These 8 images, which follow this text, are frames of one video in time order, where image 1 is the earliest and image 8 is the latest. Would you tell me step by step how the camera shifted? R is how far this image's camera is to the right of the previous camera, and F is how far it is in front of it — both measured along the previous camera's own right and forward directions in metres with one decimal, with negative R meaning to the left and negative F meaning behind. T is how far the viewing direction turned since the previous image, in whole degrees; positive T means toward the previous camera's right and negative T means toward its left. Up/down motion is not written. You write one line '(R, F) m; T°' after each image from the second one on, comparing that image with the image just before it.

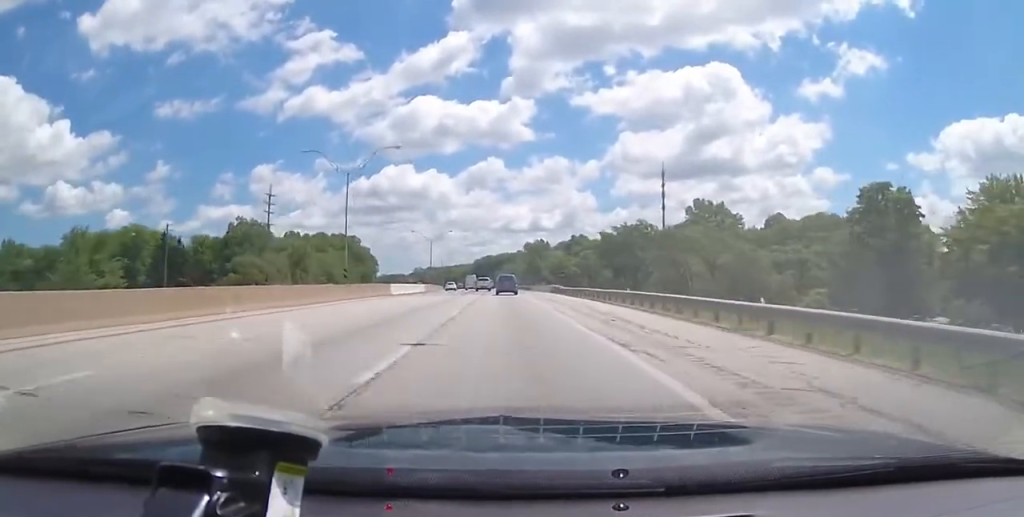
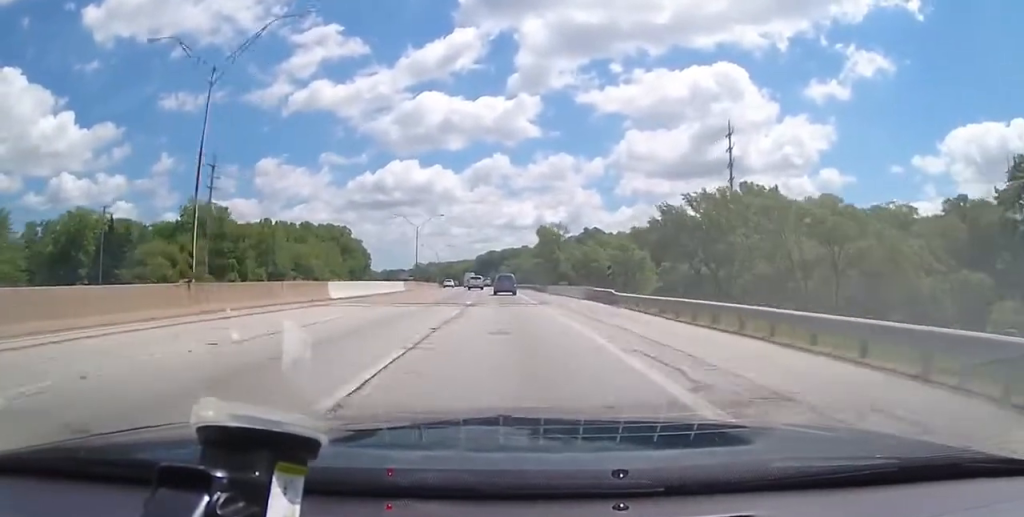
(+0.1, +25.0) m; 0°
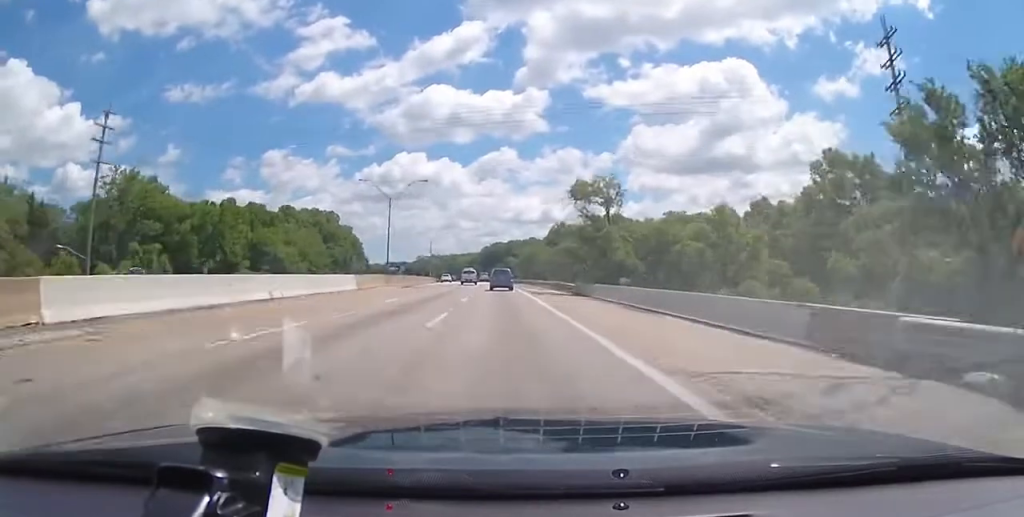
(+0.1, +28.8) m; -1°
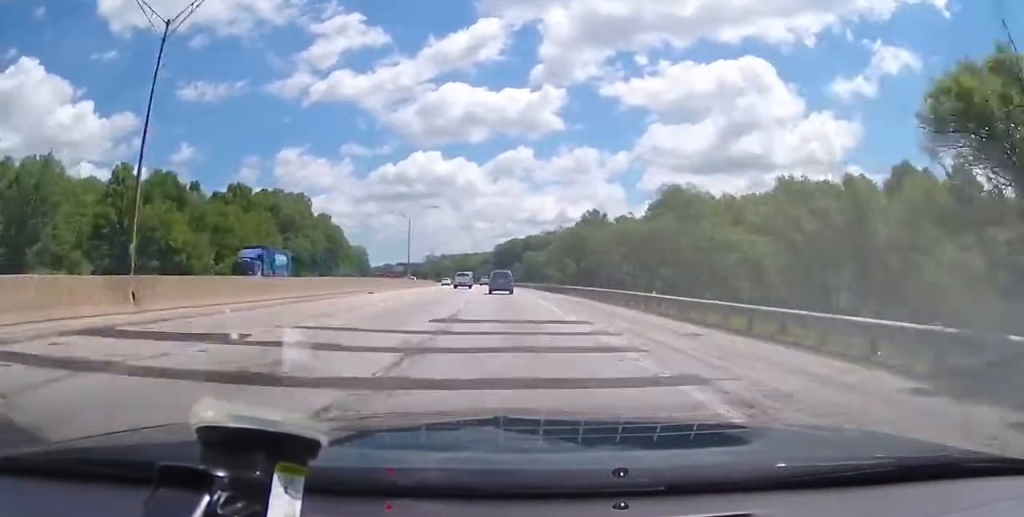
(-0.4, +51.1) m; -1°
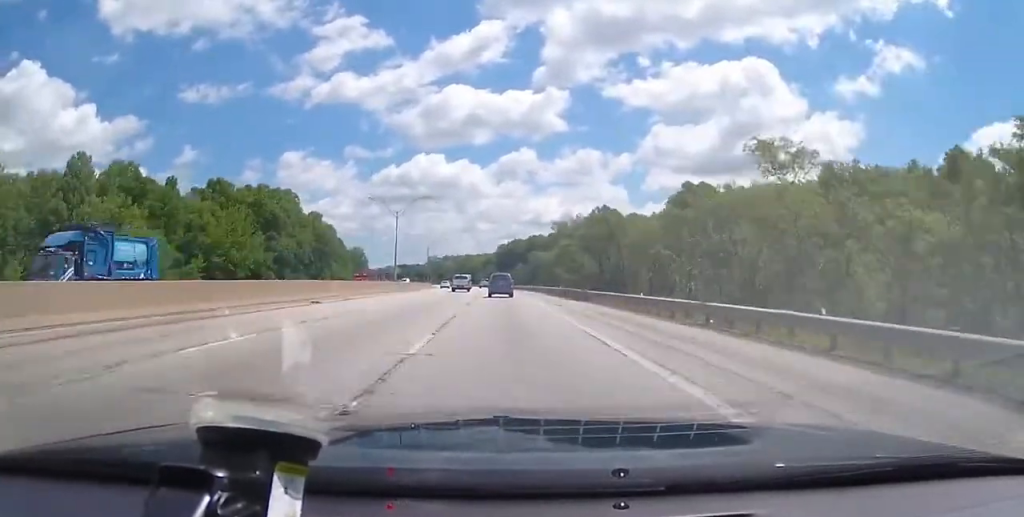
(-0.3, +13.5) m; -1°
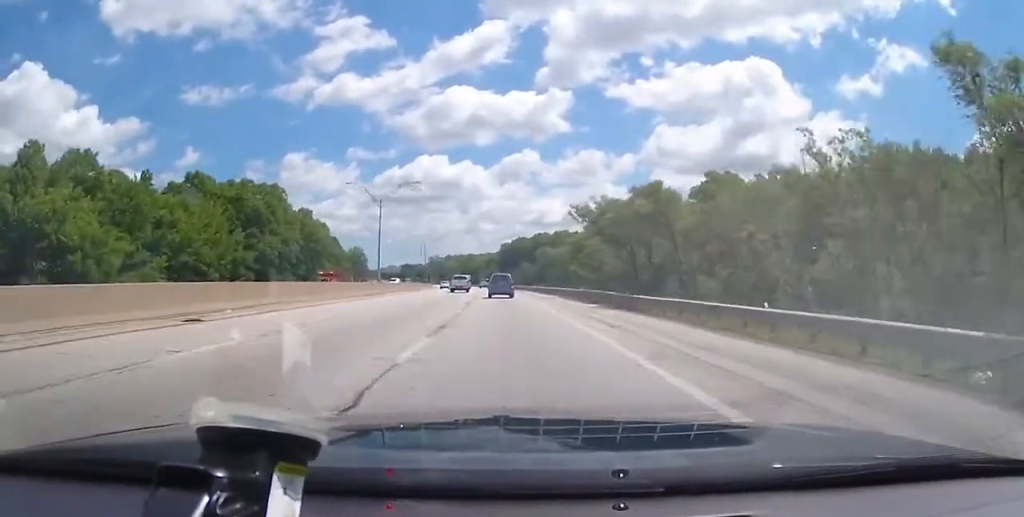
(-0.2, +12.6) m; -1°
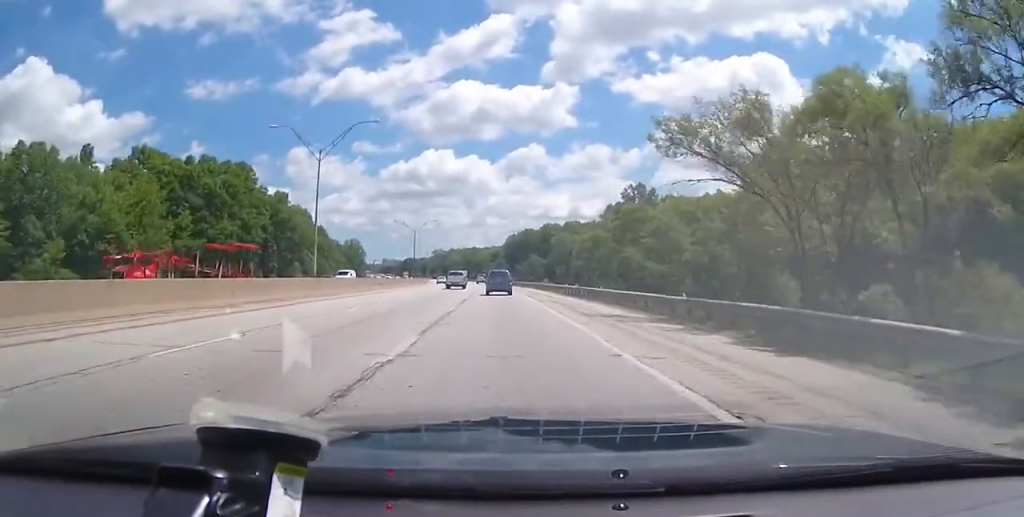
(0.0, +24.1) m; -1°
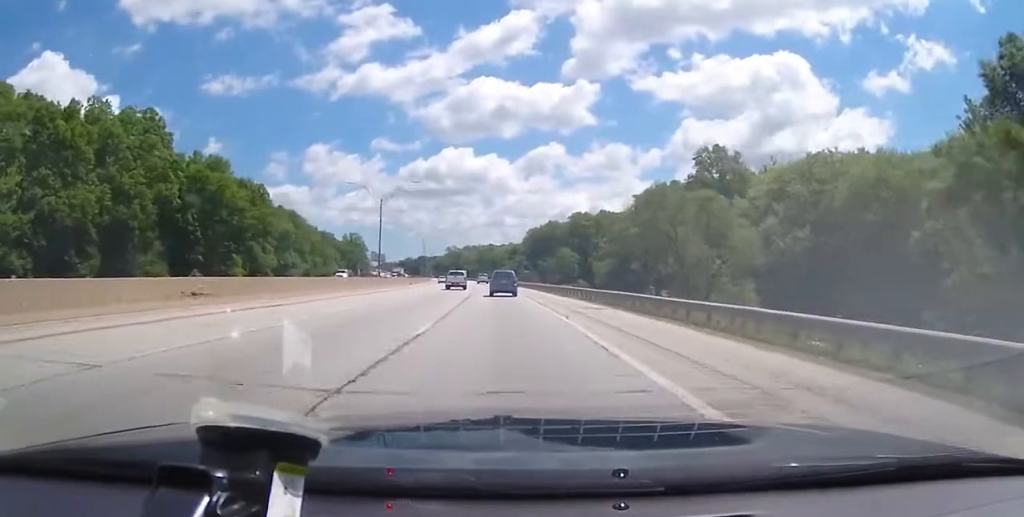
(-0.9, +45.3) m; -2°
